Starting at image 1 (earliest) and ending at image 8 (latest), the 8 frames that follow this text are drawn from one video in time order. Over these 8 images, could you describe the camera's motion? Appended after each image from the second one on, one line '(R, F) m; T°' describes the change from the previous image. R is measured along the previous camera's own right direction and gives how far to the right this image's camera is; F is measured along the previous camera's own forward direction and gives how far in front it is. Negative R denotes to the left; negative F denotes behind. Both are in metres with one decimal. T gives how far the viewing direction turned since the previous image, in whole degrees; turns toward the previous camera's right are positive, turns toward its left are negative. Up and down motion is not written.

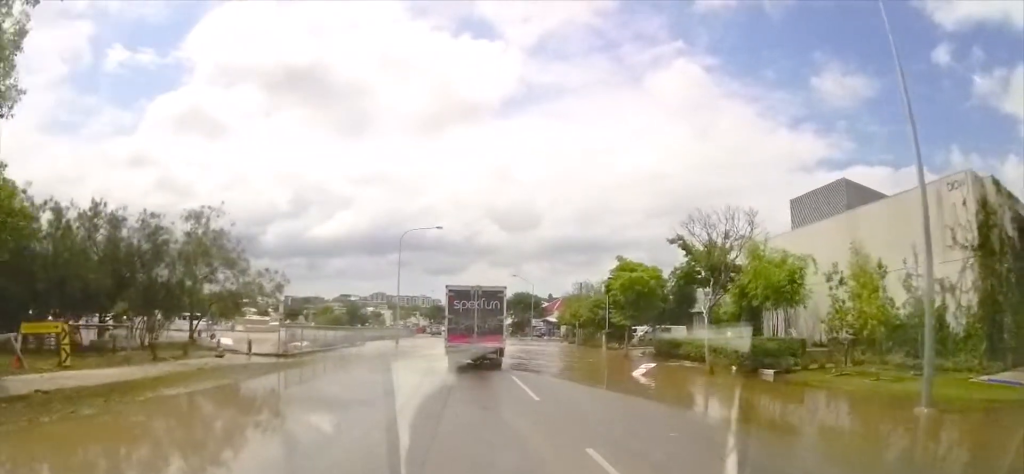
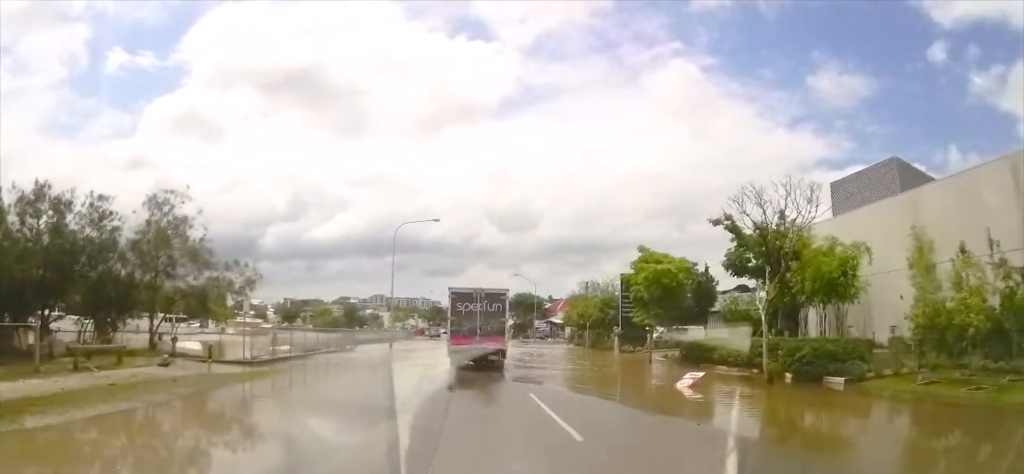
(0.0, +4.1) m; -3°
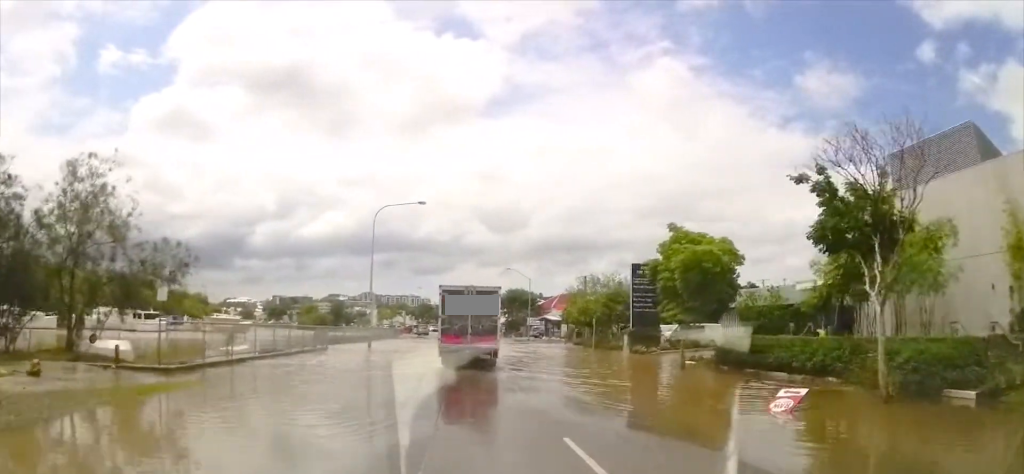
(-0.3, +5.3) m; +1°
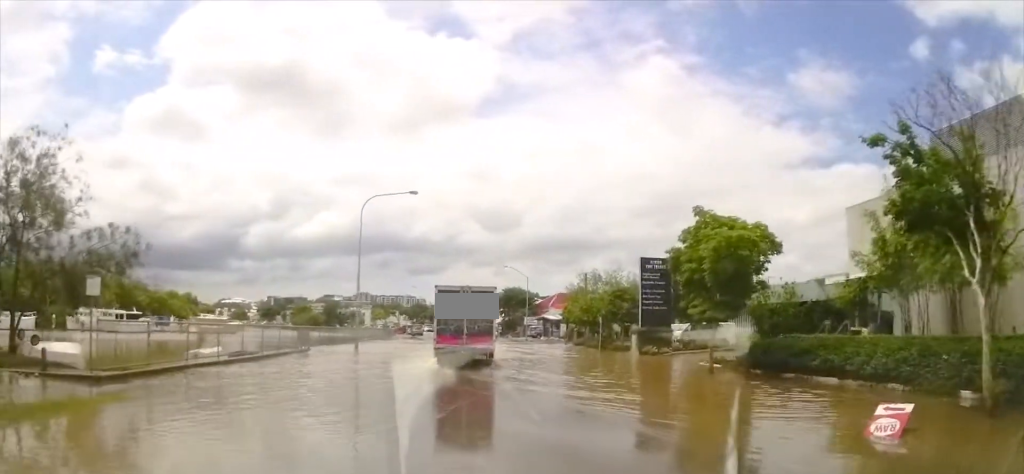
(+0.2, +2.9) m; +3°
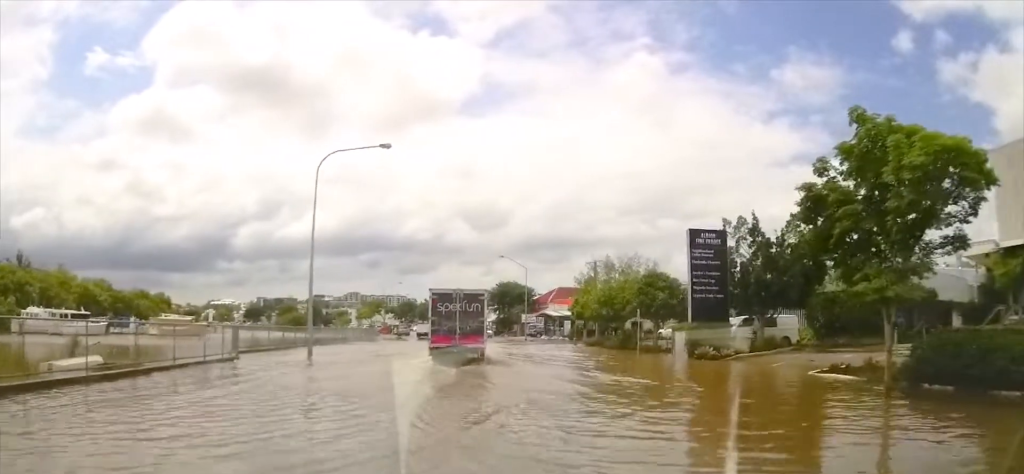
(-0.3, +9.5) m; -7°
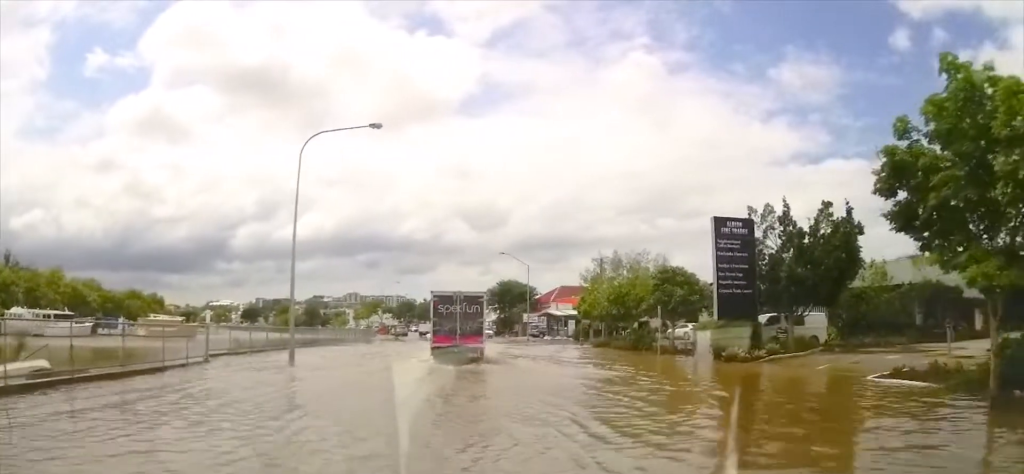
(-0.1, +3.0) m; -2°
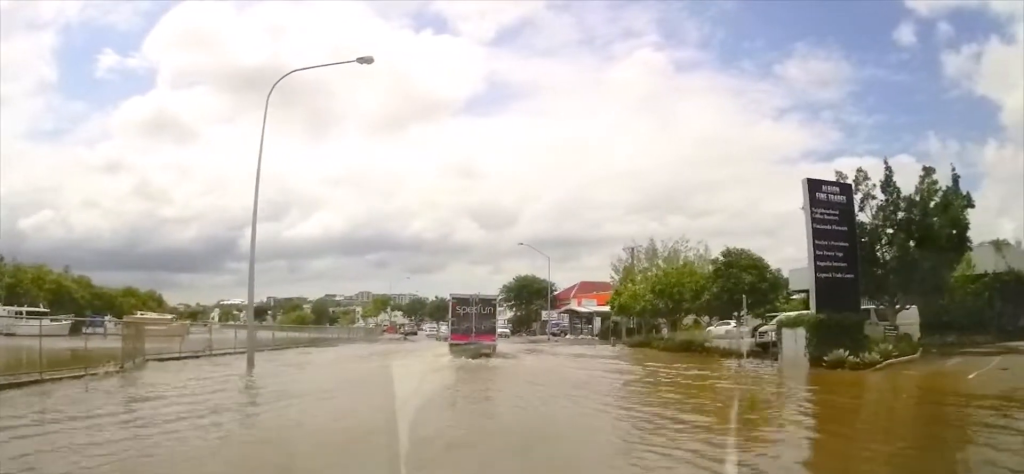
(0.0, +6.8) m; +1°
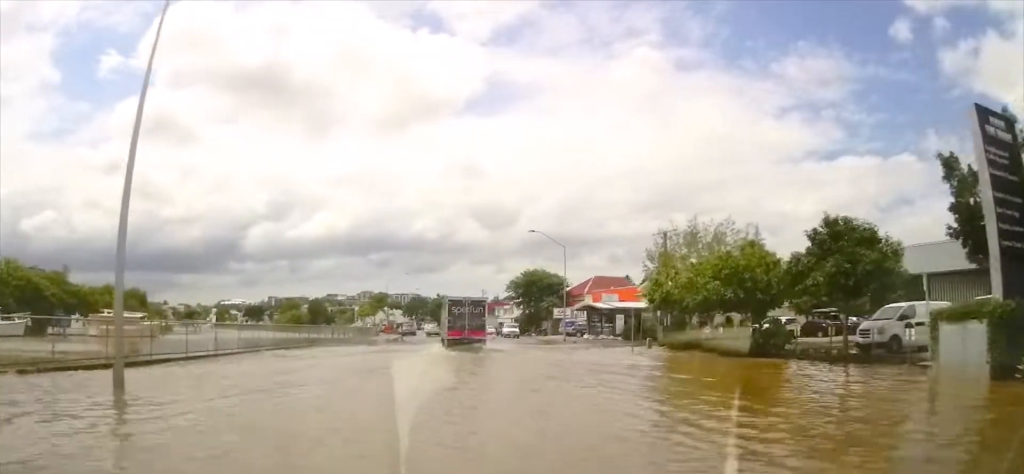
(+0.2, +8.3) m; 0°
